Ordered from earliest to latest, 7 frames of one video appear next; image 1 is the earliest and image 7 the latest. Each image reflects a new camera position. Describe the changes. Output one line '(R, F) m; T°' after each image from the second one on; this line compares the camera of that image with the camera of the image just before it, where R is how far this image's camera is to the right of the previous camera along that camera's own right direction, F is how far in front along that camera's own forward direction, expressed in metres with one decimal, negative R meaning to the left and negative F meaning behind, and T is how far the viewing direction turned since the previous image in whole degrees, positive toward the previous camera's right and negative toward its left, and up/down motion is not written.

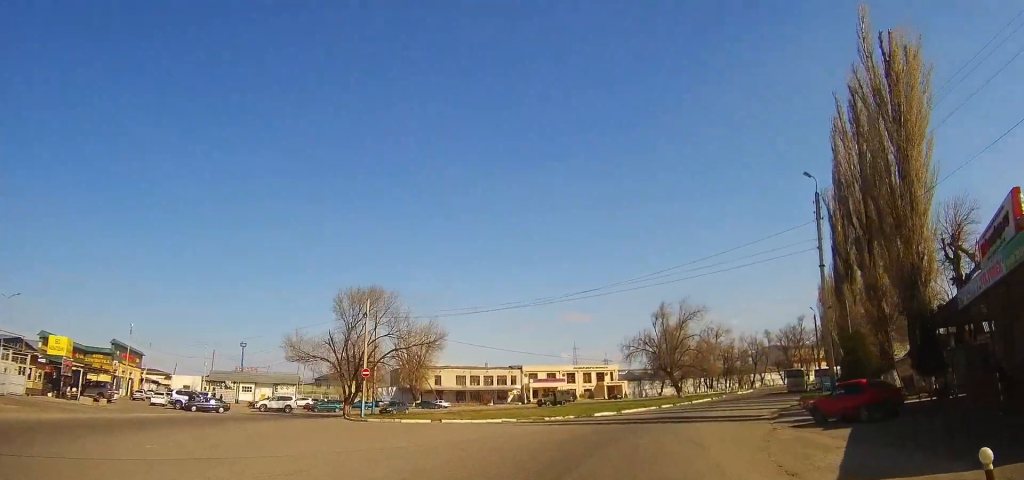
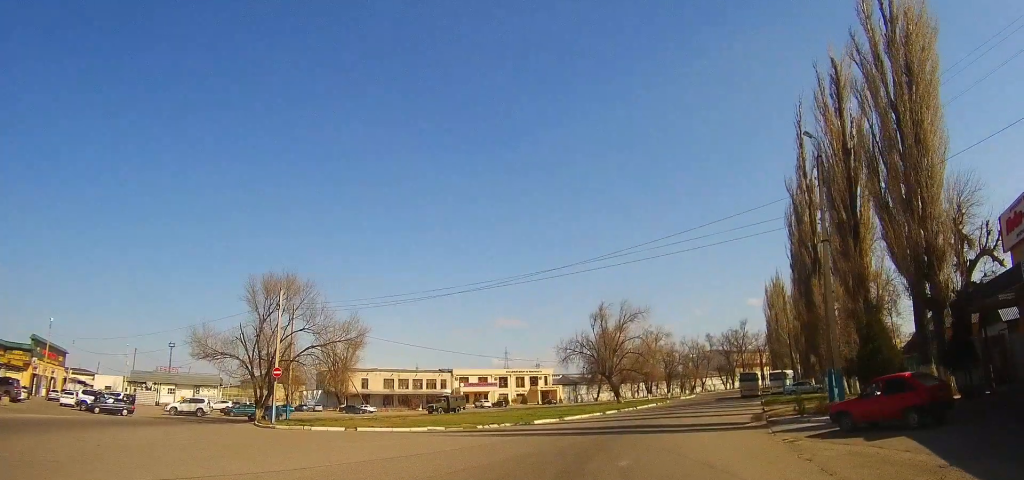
(+0.2, +5.4) m; +7°
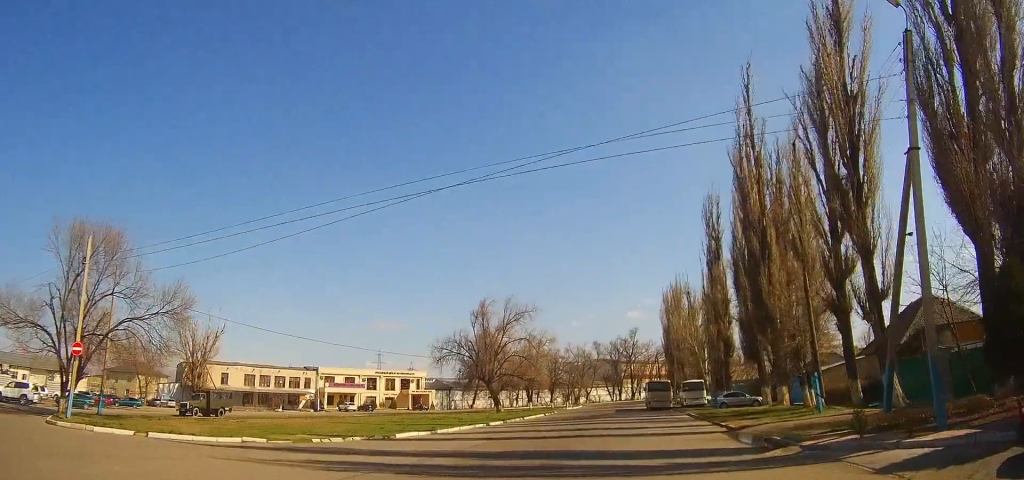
(+1.2, +10.4) m; +14°
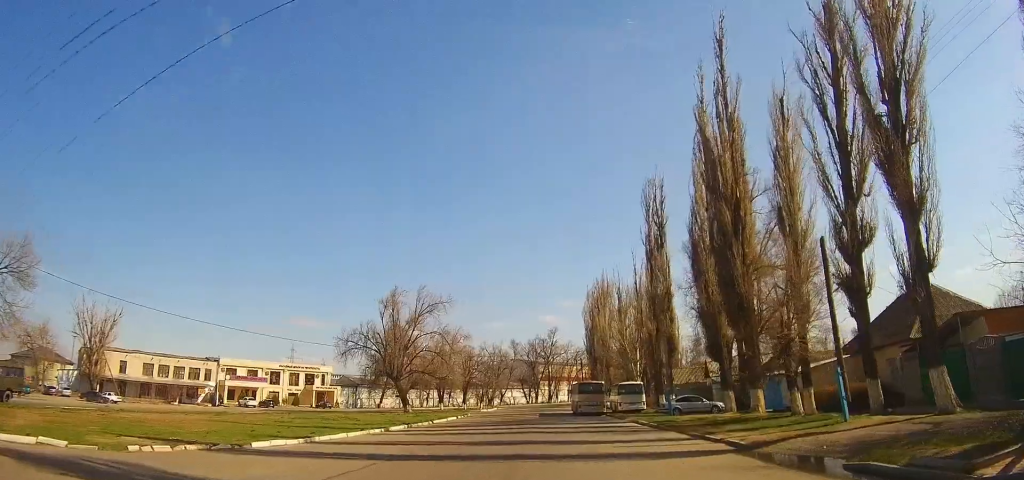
(+0.8, +8.0) m; +8°
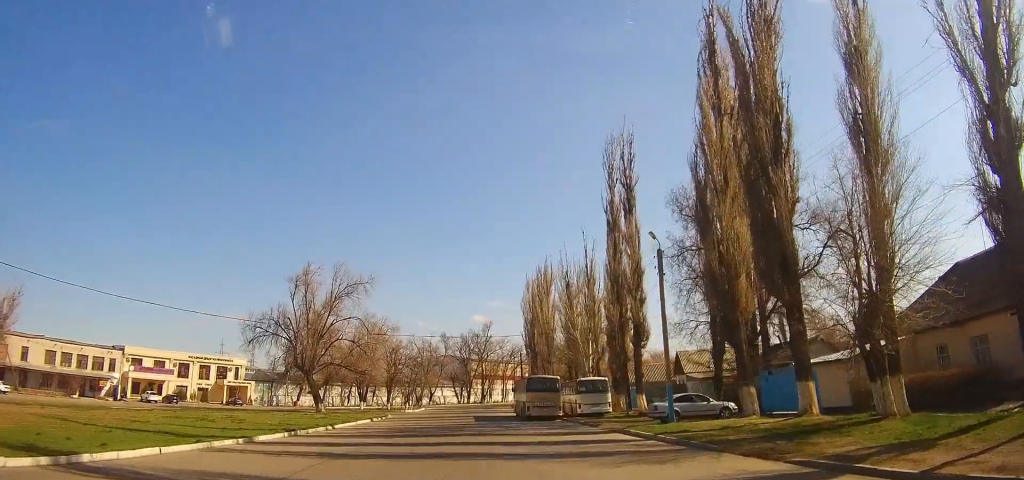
(+0.9, +11.2) m; +7°
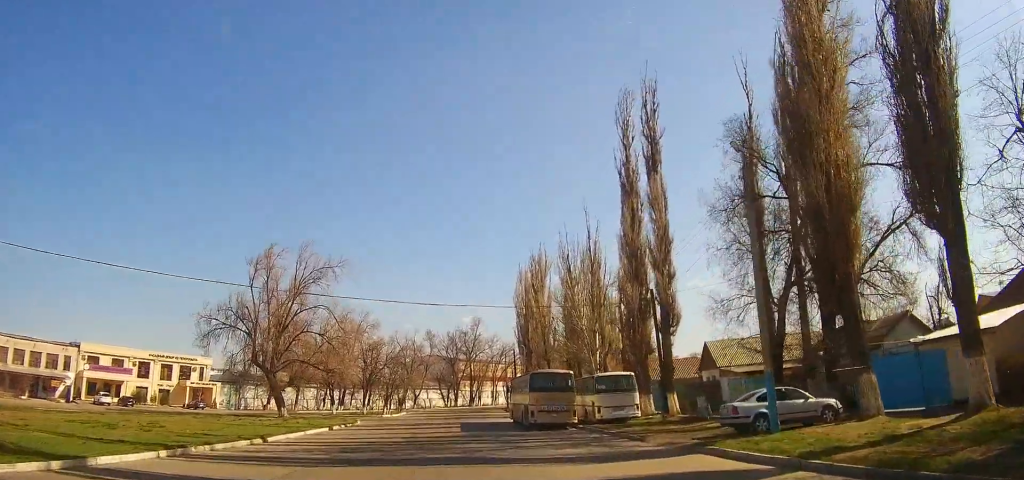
(+0.3, +9.6) m; +3°
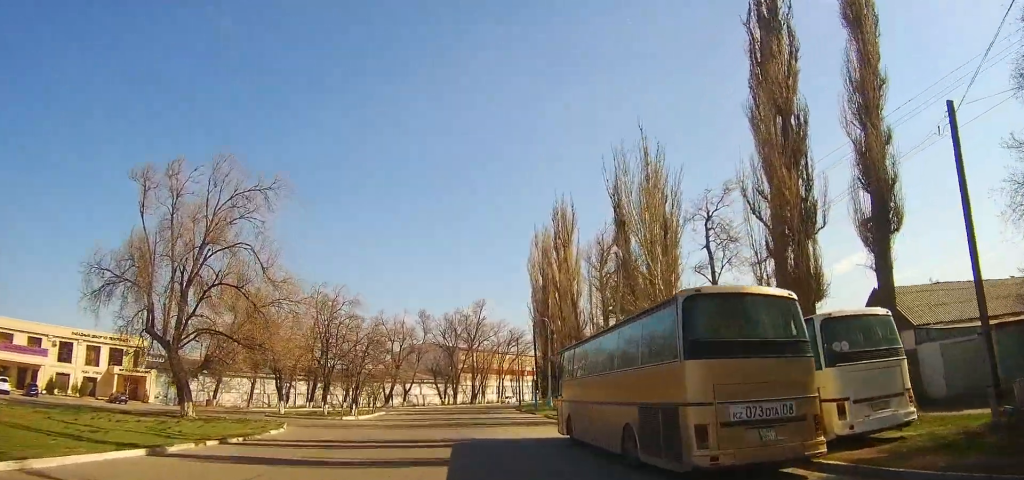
(+0.4, +21.1) m; +1°
